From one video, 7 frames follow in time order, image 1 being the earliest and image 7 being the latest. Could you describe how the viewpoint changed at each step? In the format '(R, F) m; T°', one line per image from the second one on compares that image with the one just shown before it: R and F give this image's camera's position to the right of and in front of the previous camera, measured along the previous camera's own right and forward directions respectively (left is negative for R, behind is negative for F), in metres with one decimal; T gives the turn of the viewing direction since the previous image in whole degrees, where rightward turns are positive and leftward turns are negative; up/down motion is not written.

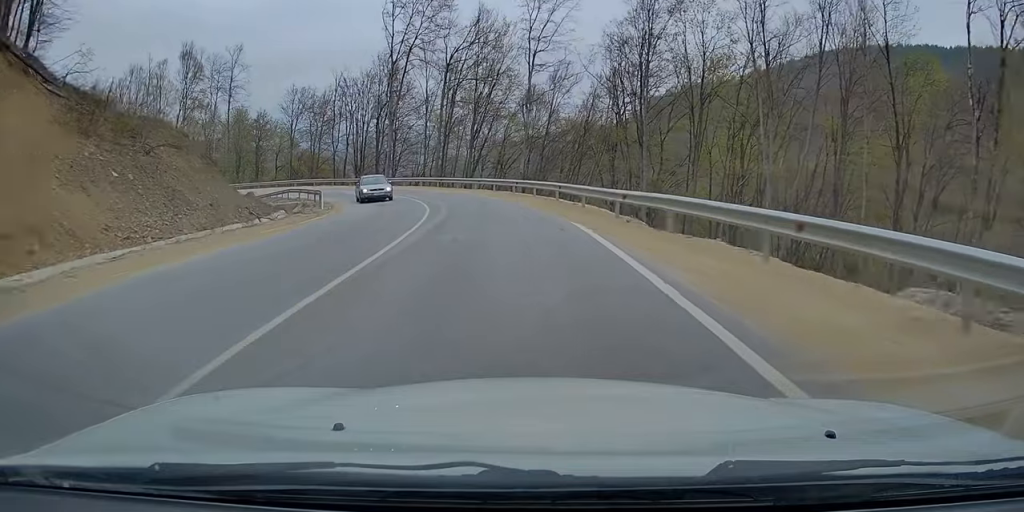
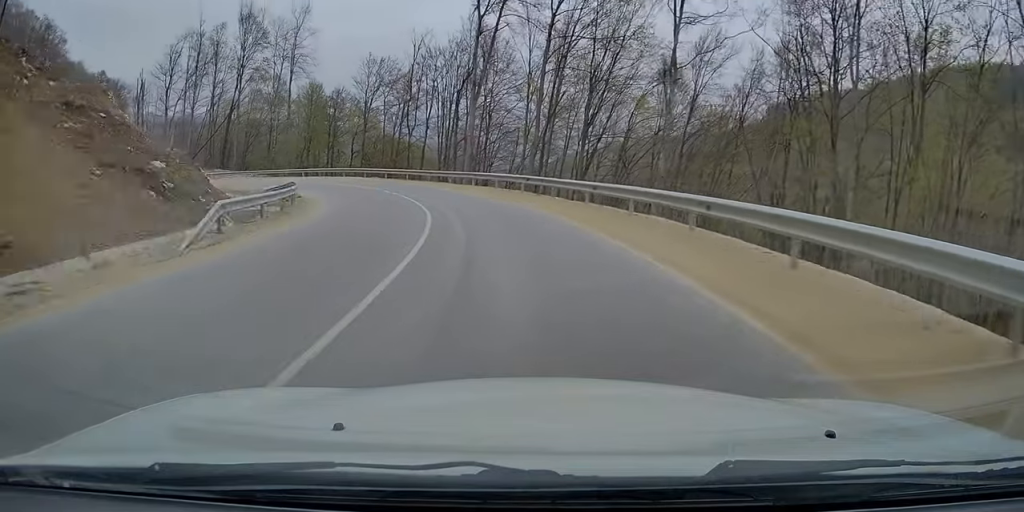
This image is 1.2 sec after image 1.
(-2.2, +20.1) m; -12°
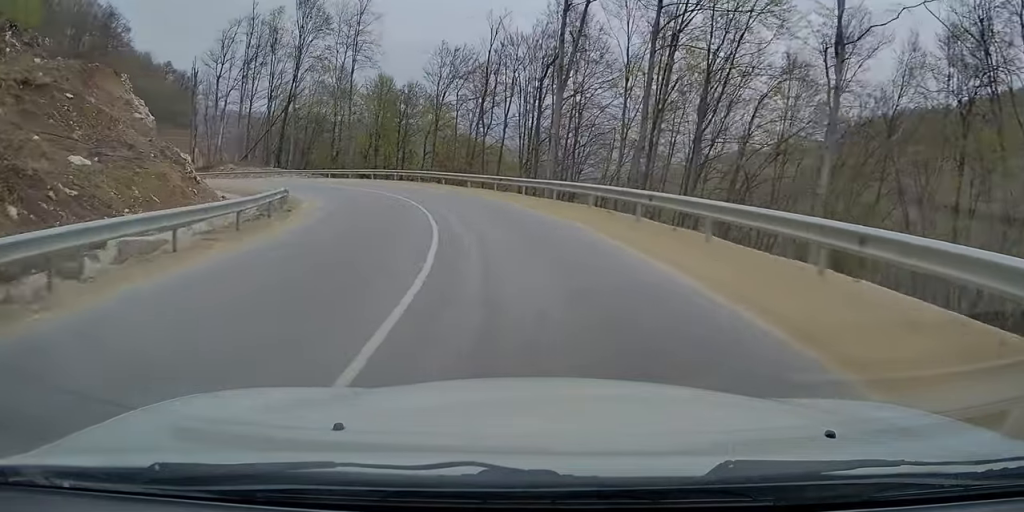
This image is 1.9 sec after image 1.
(-0.5, +11.7) m; -7°
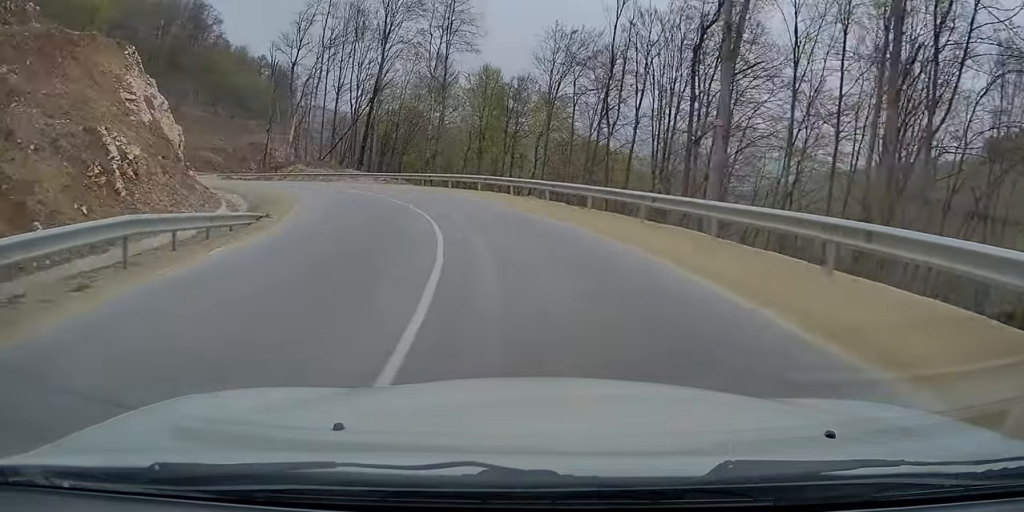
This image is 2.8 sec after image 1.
(-1.1, +14.9) m; -12°
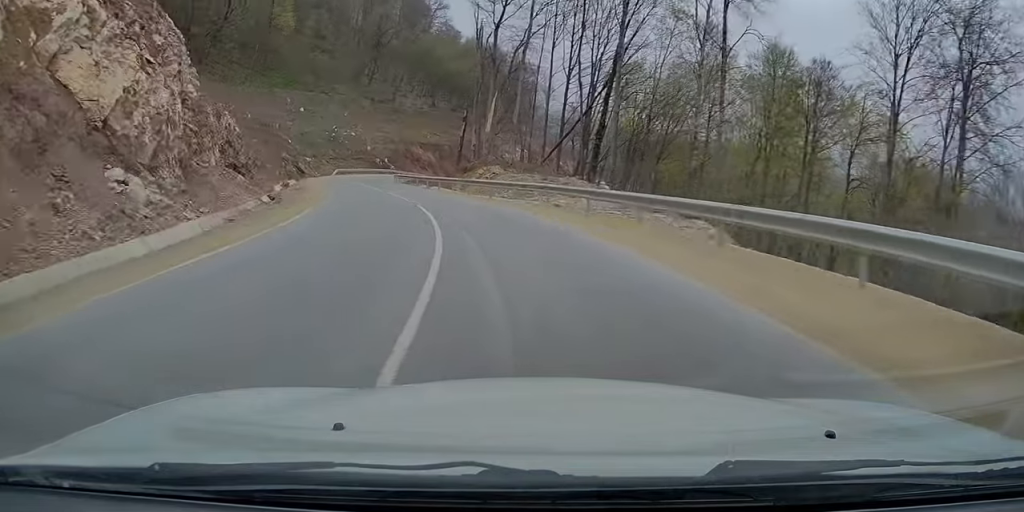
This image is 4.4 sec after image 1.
(-6.2, +26.4) m; -22°
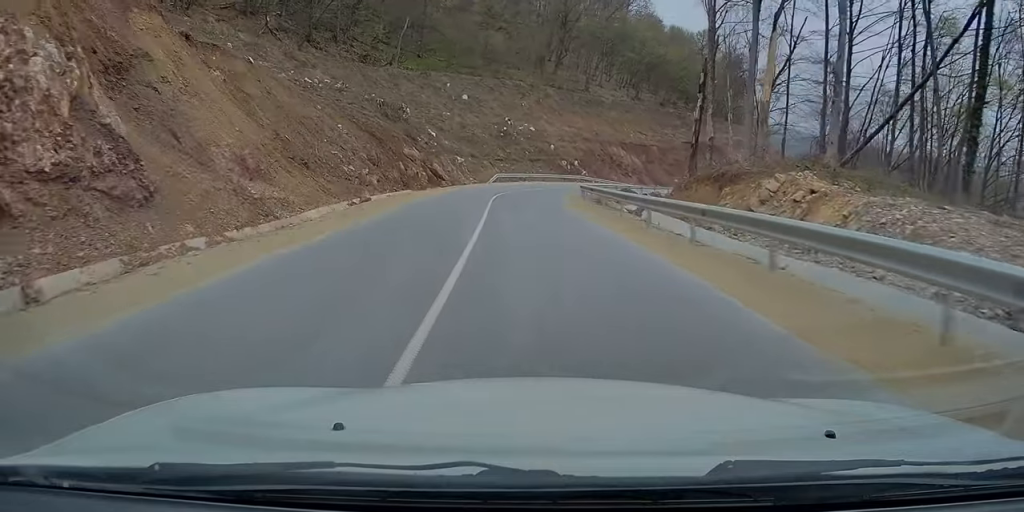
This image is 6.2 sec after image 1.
(-4.4, +28.4) m; -15°
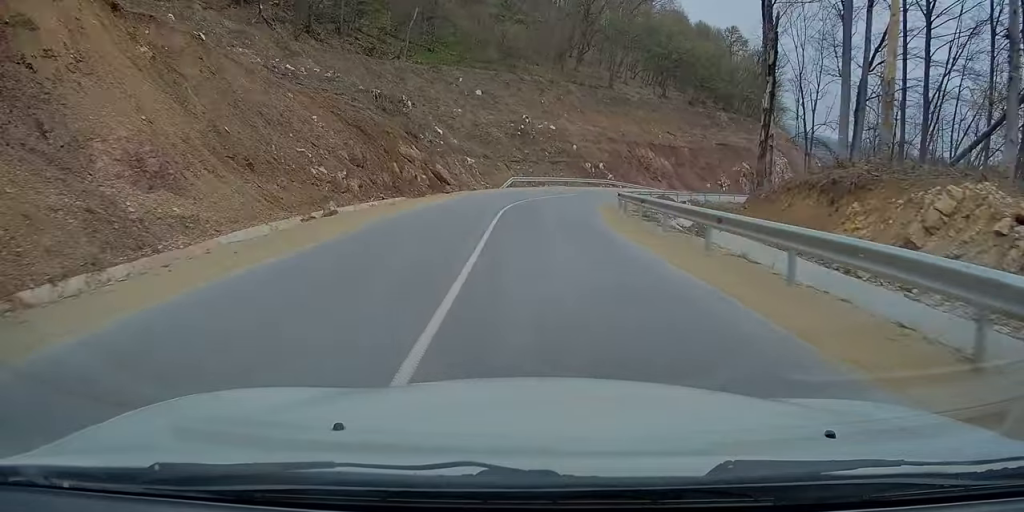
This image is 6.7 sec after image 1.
(-0.5, +8.3) m; -2°
